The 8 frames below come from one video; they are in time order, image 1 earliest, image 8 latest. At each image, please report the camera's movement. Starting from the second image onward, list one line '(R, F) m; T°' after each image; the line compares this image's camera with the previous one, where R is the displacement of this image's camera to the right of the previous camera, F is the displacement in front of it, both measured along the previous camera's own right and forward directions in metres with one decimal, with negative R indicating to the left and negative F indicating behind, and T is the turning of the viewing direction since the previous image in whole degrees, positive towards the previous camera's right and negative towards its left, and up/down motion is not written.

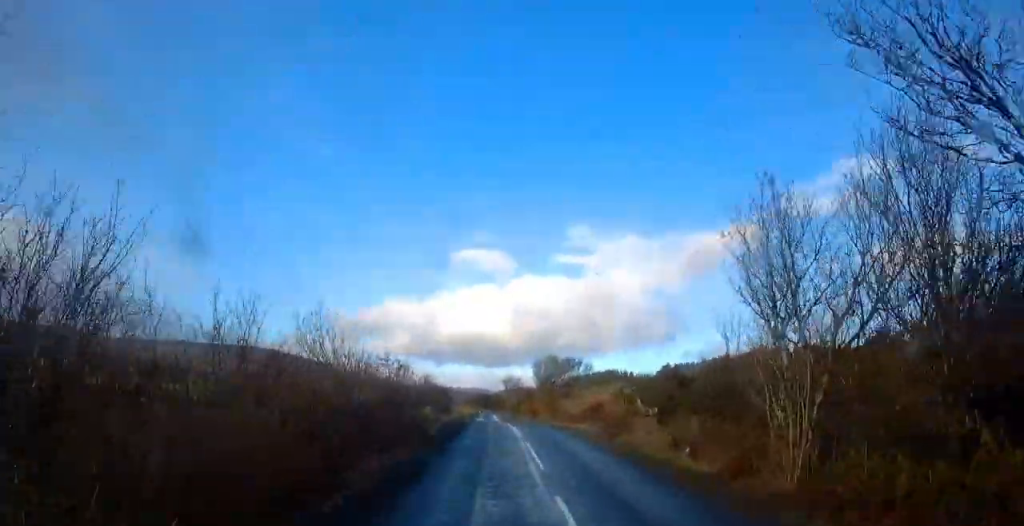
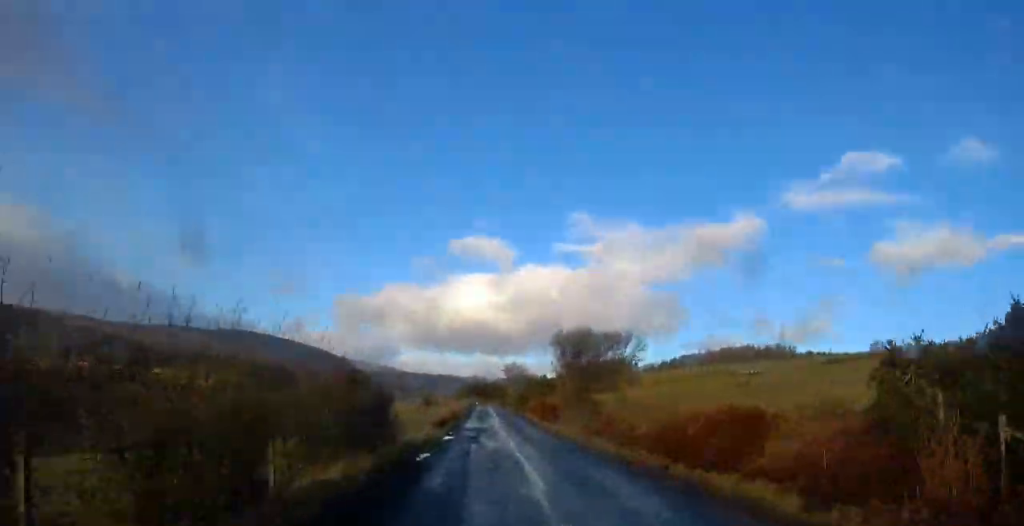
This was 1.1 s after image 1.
(-0.8, +20.2) m; -5°
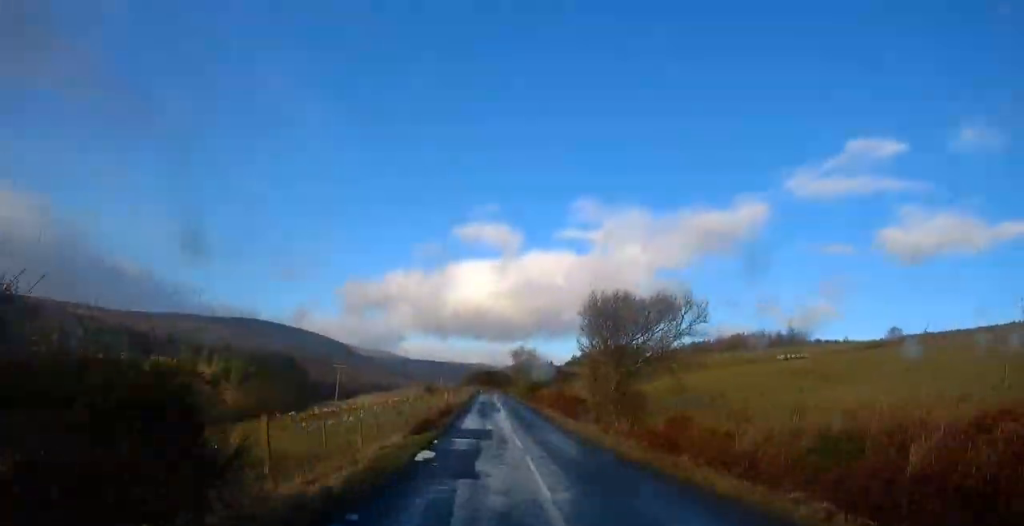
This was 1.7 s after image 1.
(-0.3, +10.0) m; -1°
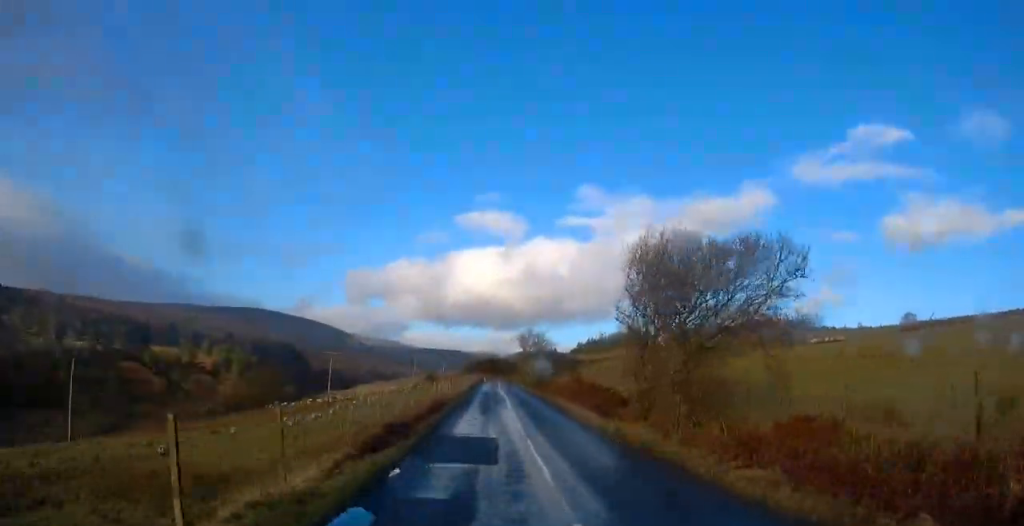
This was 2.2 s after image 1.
(-0.2, +8.8) m; 0°
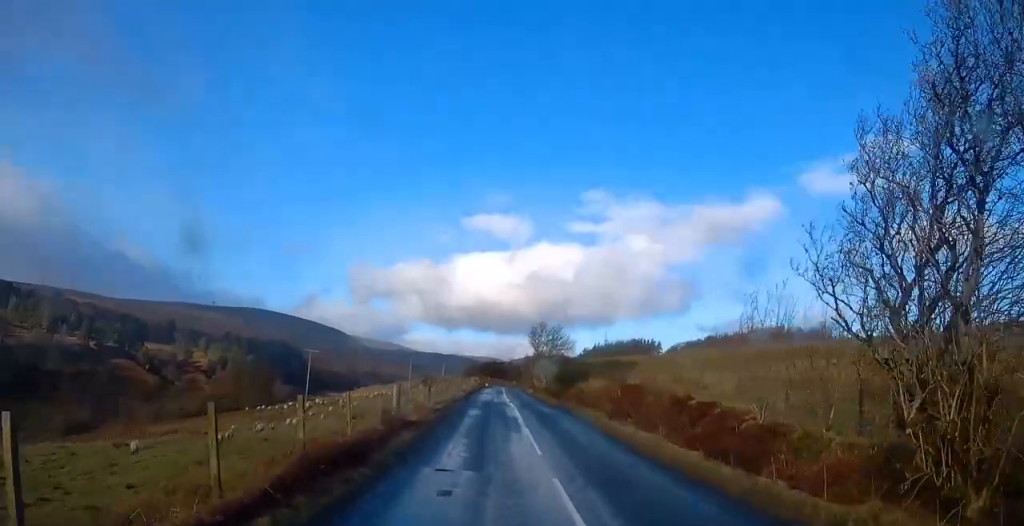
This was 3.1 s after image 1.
(+0.4, +14.9) m; 0°
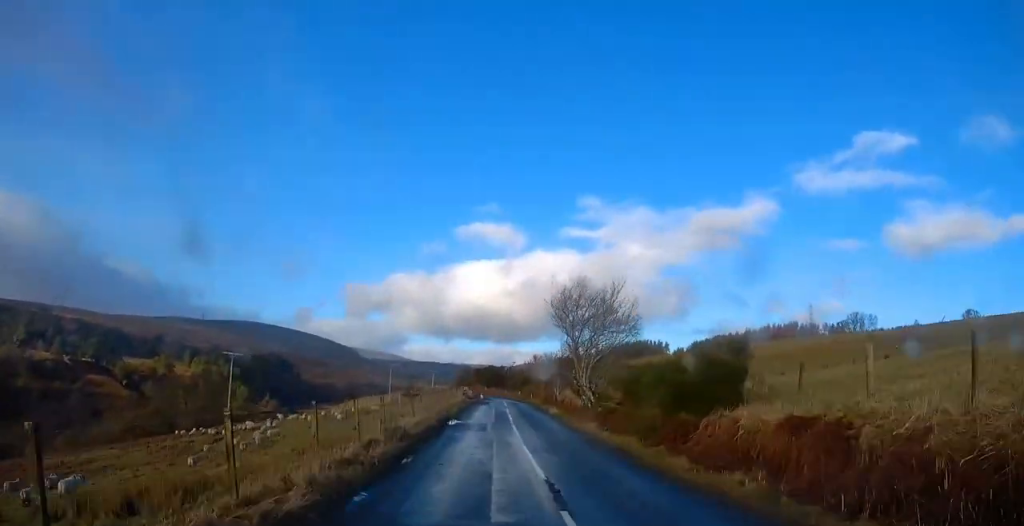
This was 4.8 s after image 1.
(-0.9, +28.9) m; -2°
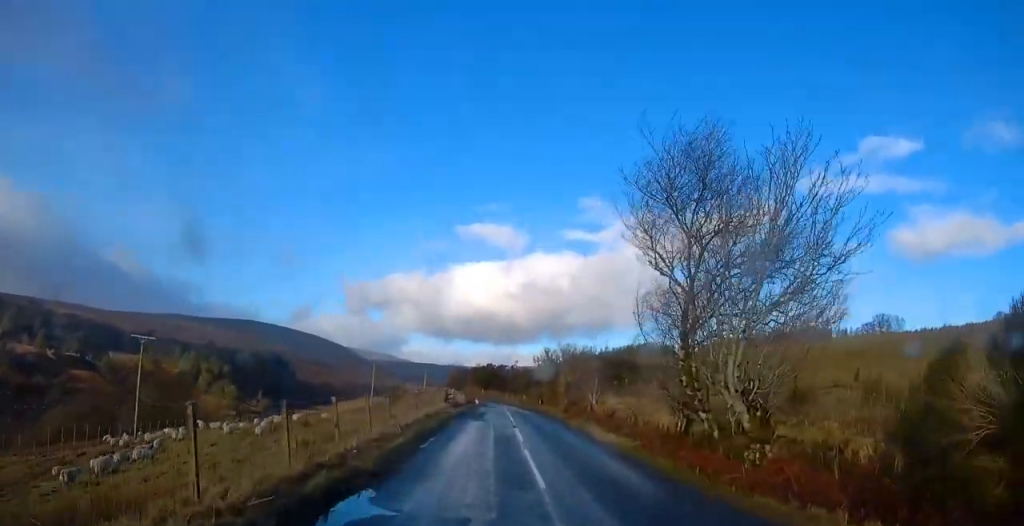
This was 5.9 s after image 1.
(+0.4, +18.7) m; +2°
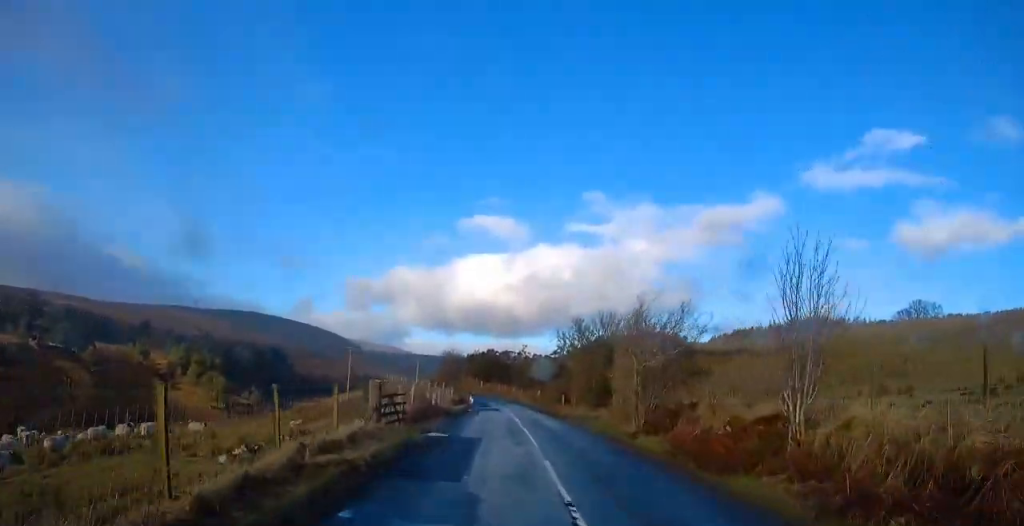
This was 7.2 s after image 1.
(-0.1, +21.6) m; -1°
